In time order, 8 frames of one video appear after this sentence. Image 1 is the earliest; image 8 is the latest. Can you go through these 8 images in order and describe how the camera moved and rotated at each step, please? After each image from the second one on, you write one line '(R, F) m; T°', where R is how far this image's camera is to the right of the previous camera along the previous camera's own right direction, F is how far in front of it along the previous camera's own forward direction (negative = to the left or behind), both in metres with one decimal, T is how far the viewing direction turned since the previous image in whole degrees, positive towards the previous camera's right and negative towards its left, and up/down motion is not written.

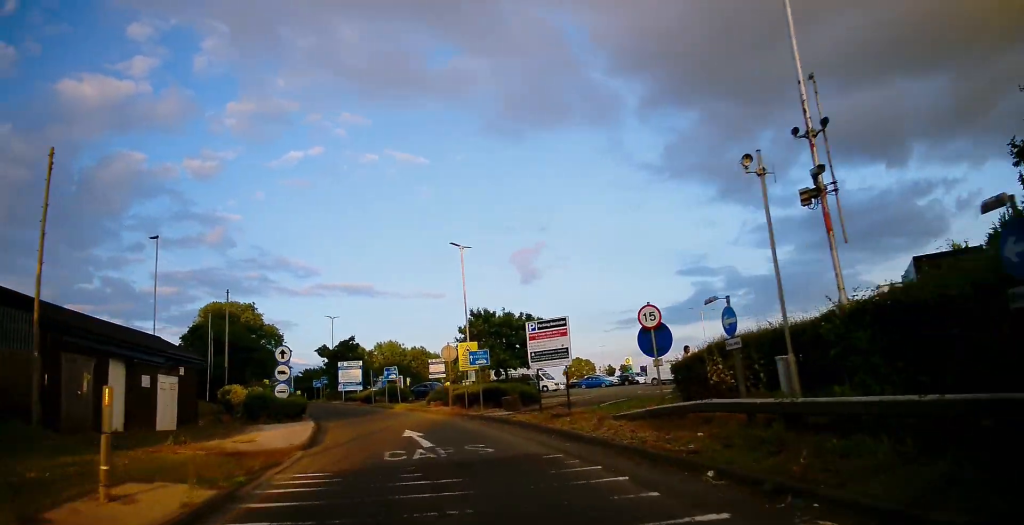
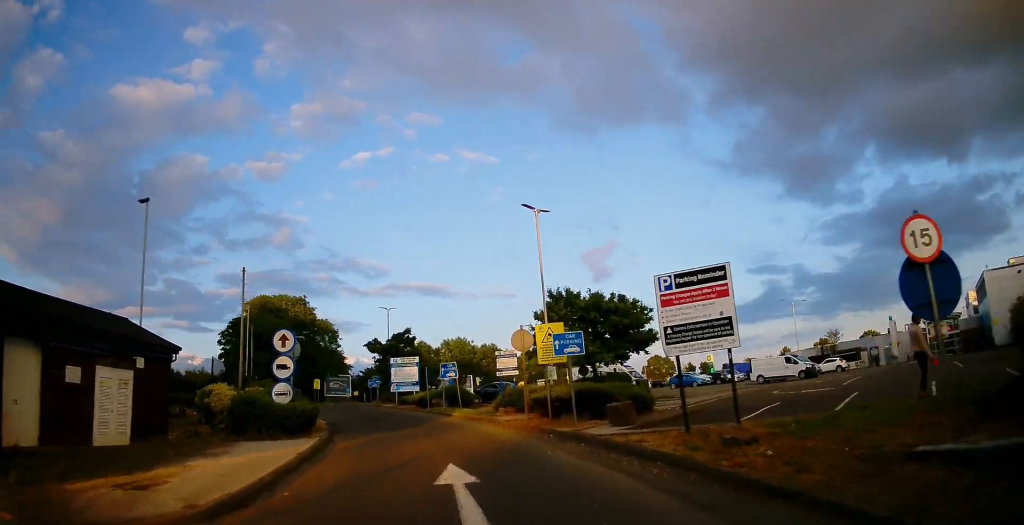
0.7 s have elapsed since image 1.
(-0.7, +8.2) m; -6°
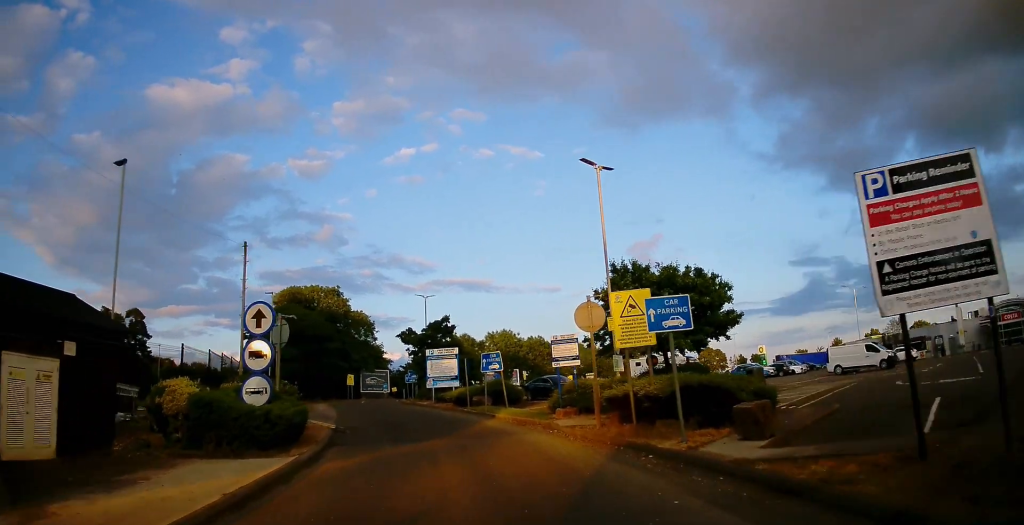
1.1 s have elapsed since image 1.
(-0.2, +5.3) m; -5°
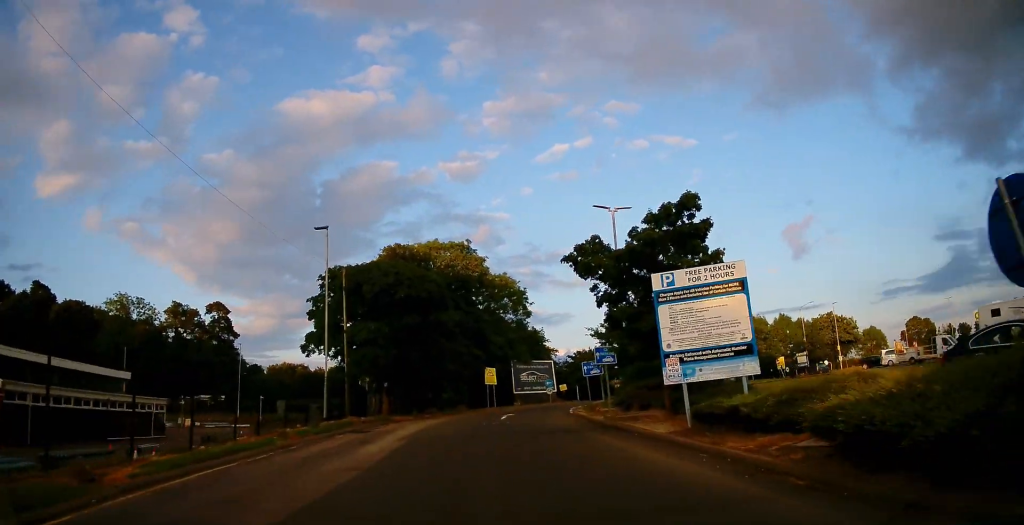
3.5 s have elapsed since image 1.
(-4.6, +25.7) m; -14°
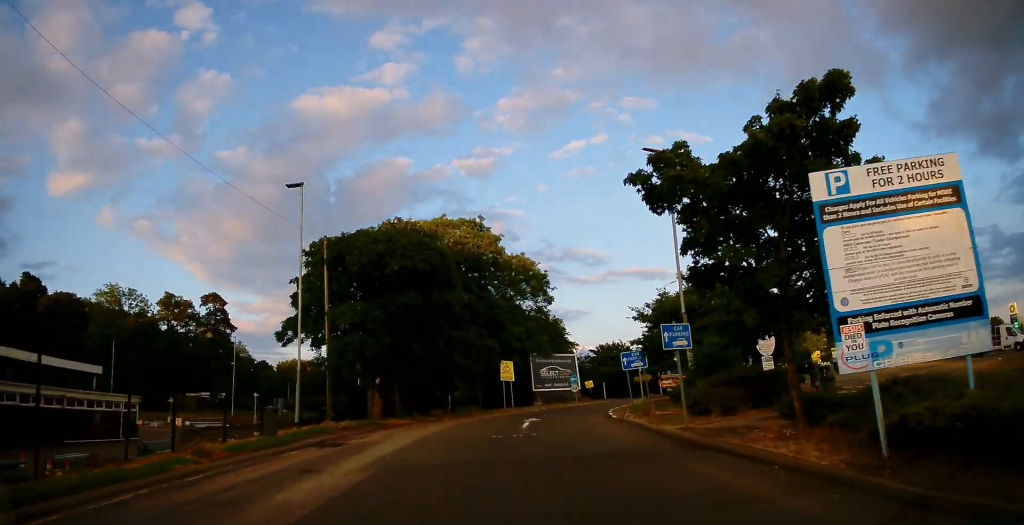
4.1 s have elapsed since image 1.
(0.0, +6.7) m; 0°
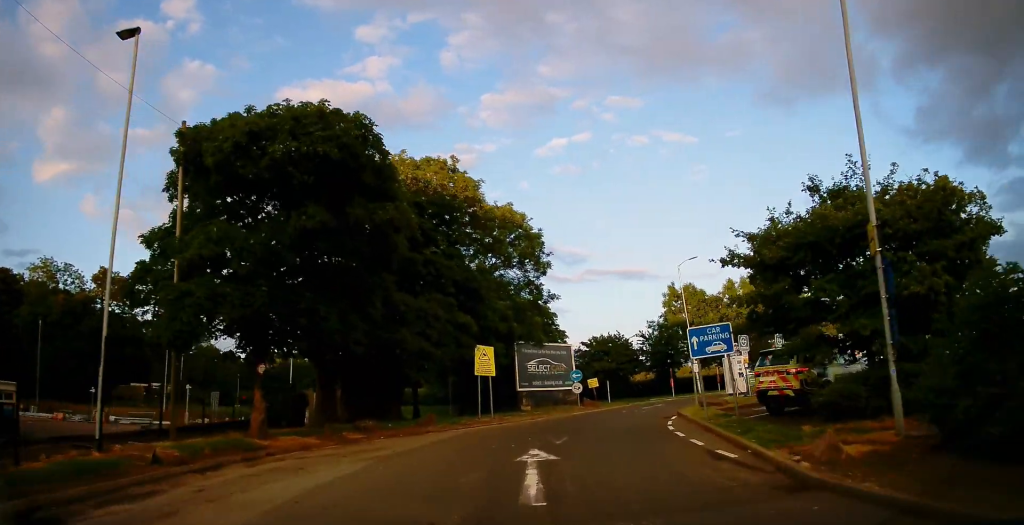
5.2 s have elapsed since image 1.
(0.0, +12.2) m; +1°
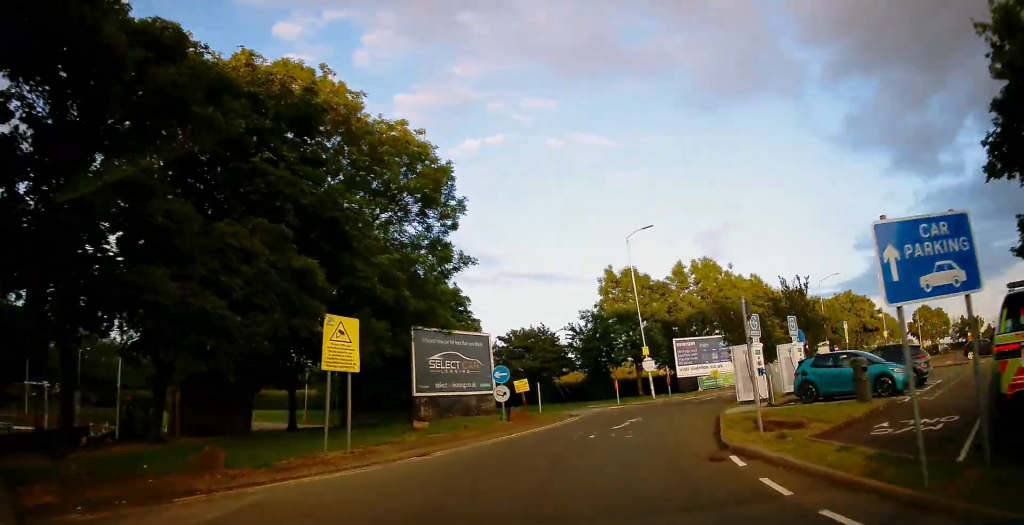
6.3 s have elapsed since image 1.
(+0.1, +11.2) m; +7°
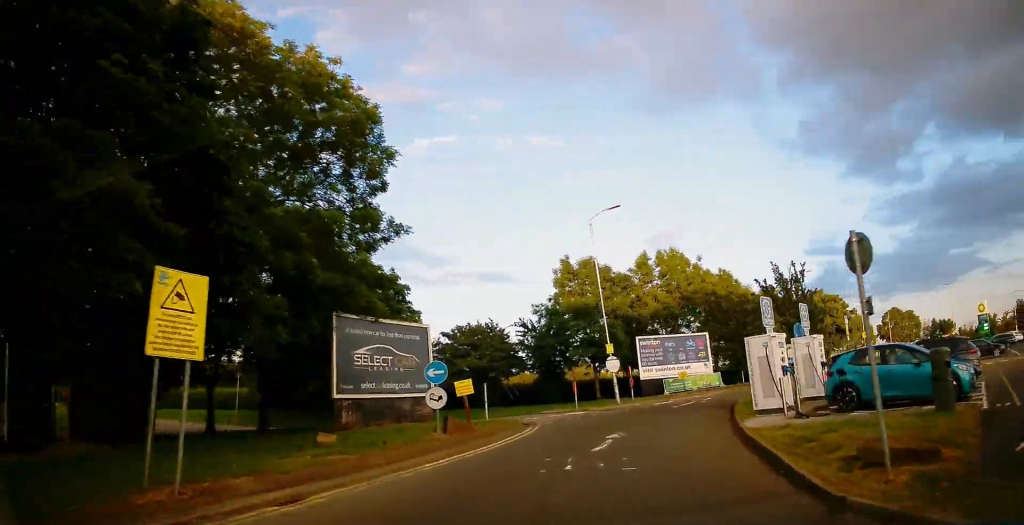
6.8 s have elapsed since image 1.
(+0.1, +4.9) m; +6°
